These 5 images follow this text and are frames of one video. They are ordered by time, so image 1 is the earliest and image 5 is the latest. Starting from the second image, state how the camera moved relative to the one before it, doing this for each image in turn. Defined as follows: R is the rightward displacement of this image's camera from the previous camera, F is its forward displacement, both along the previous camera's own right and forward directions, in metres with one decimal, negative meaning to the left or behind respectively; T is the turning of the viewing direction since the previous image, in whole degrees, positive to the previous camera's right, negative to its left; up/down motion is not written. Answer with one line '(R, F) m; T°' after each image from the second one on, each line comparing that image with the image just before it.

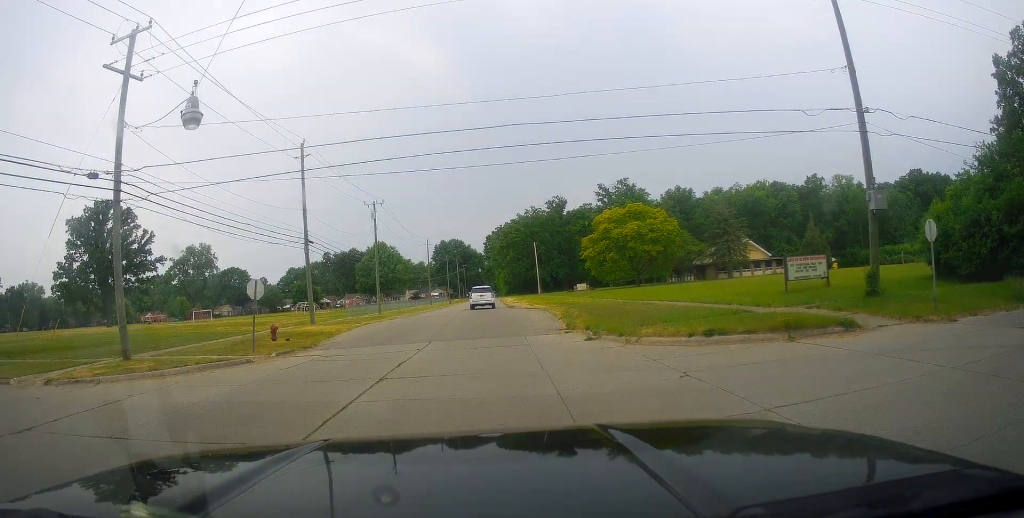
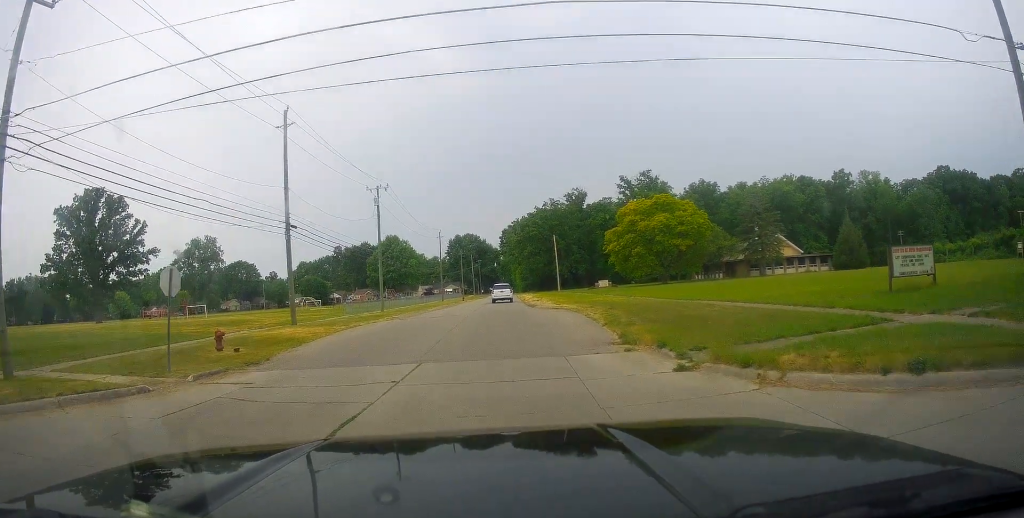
(0.0, +5.4) m; -1°
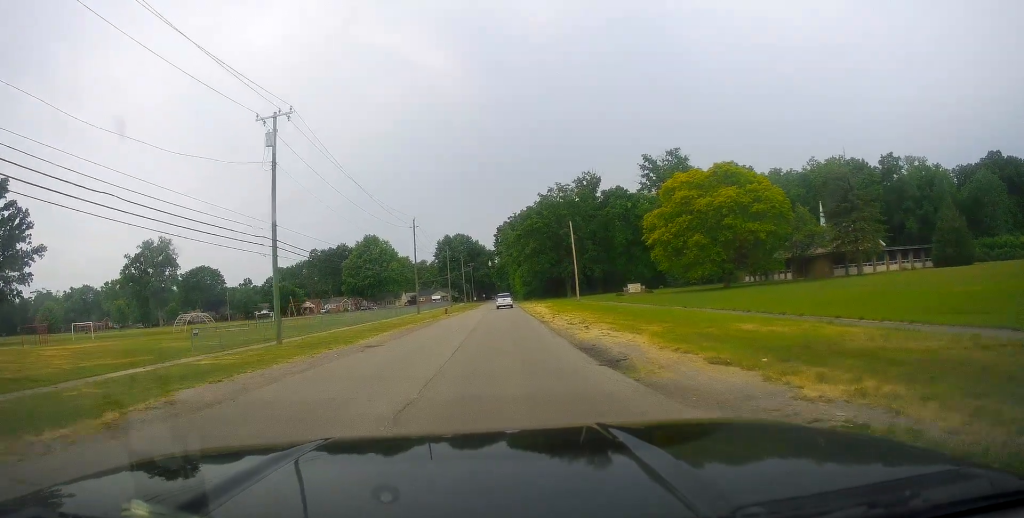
(-1.2, +25.5) m; -4°
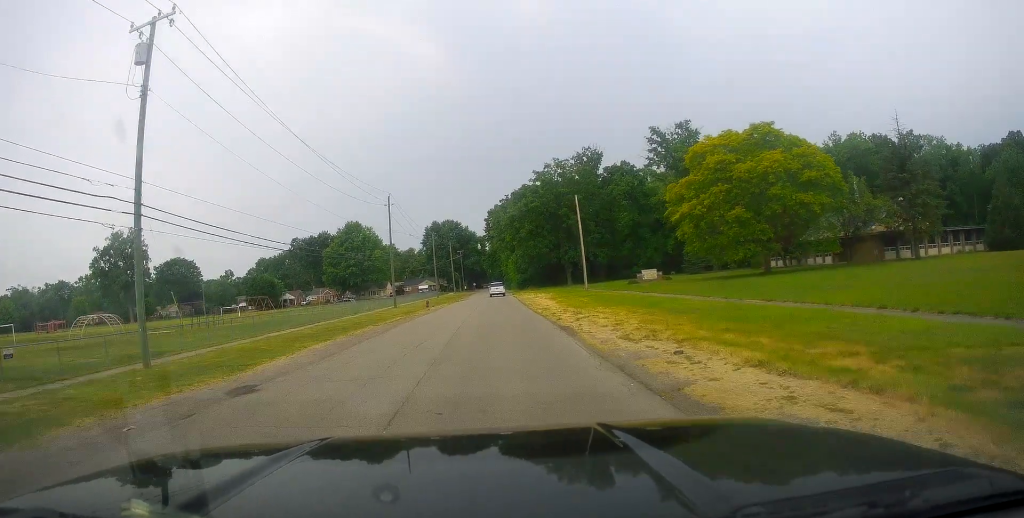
(0.0, +12.6) m; +3°
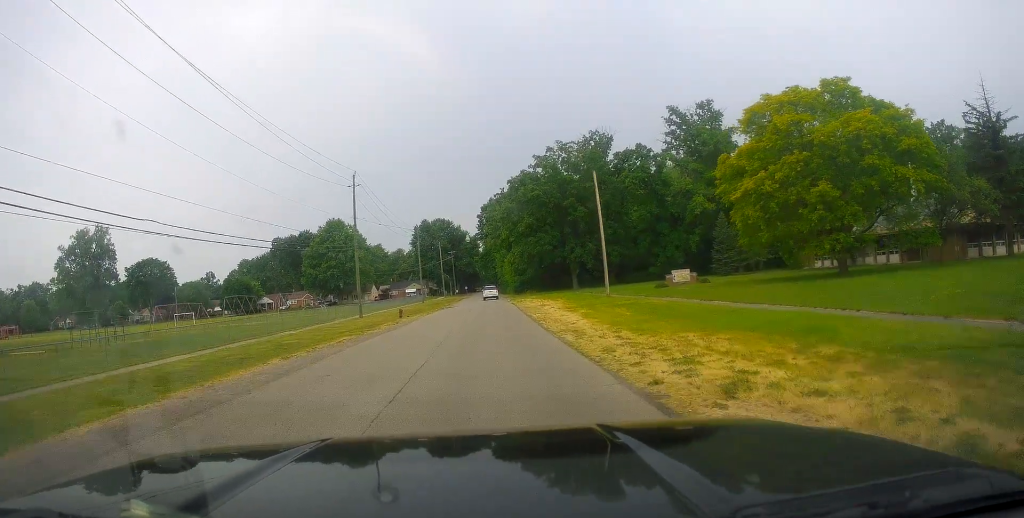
(+0.3, +14.2) m; 0°
